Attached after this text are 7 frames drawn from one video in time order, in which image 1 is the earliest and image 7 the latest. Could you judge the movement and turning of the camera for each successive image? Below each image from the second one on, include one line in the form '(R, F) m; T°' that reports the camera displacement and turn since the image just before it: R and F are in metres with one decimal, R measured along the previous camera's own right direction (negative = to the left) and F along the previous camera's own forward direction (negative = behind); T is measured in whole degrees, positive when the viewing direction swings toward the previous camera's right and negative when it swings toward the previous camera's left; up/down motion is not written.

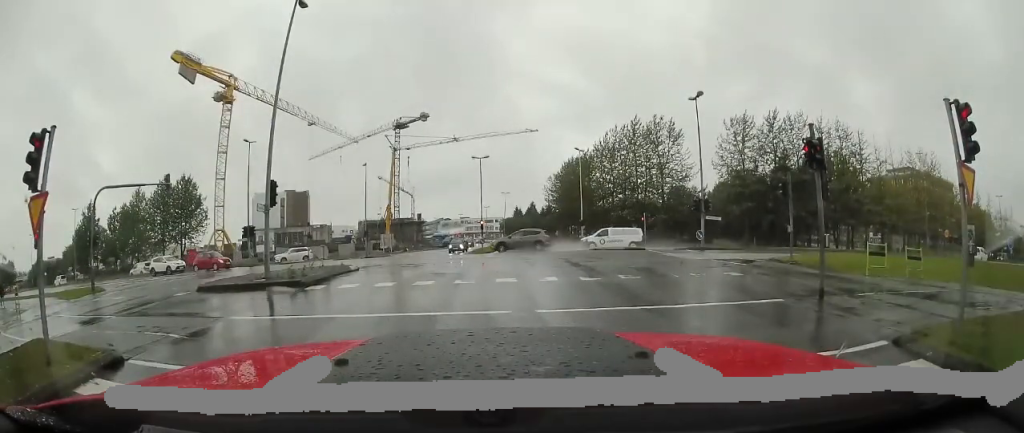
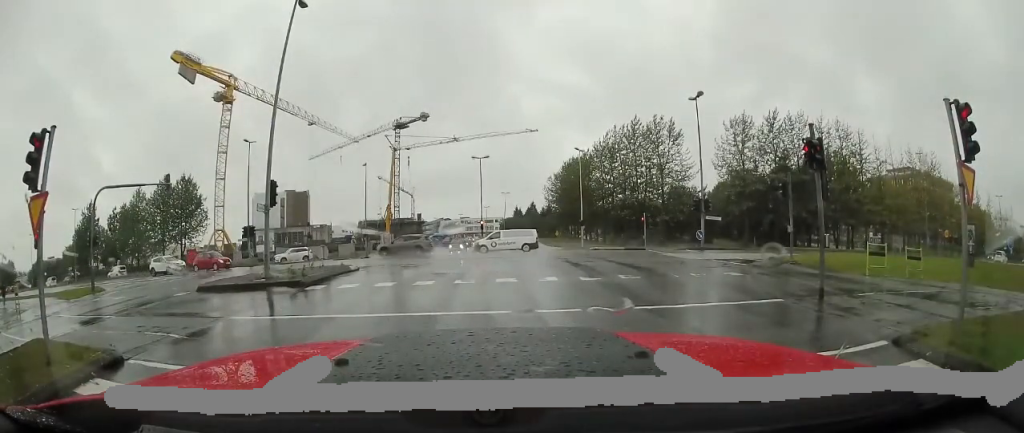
(0.0, 0.0) m; 0°
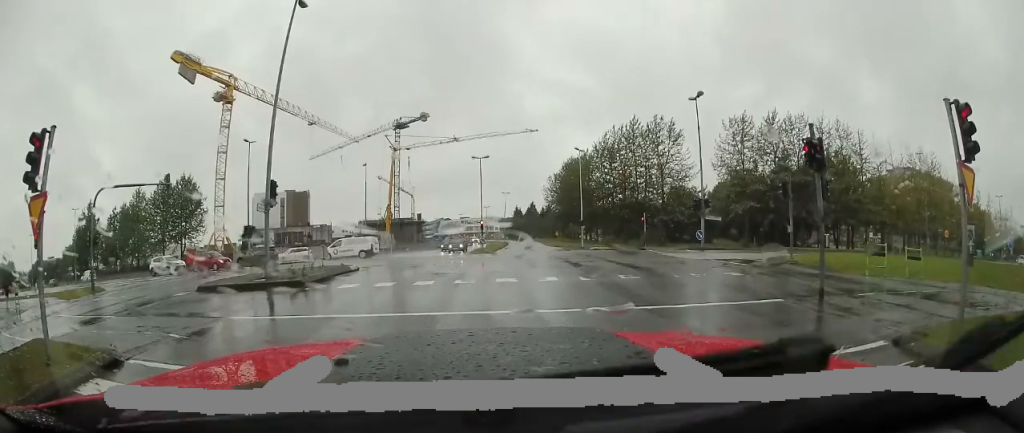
(0.0, +0.2) m; 0°
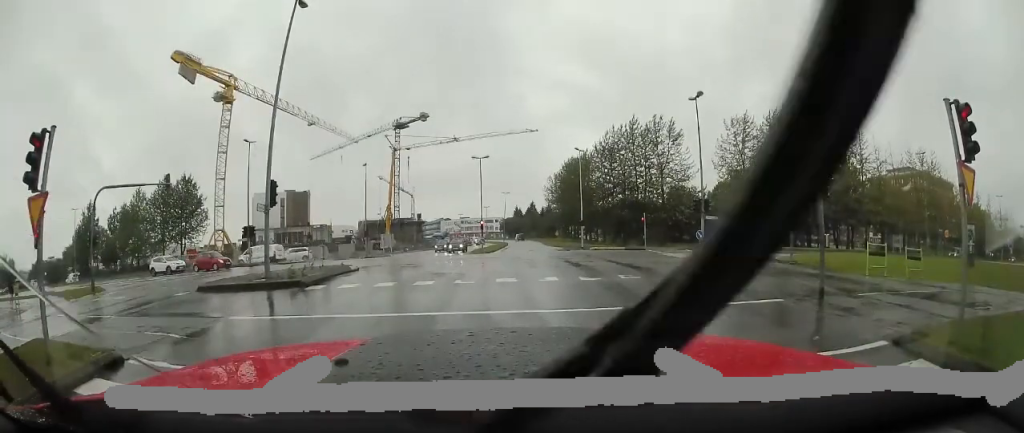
(0.0, 0.0) m; 0°
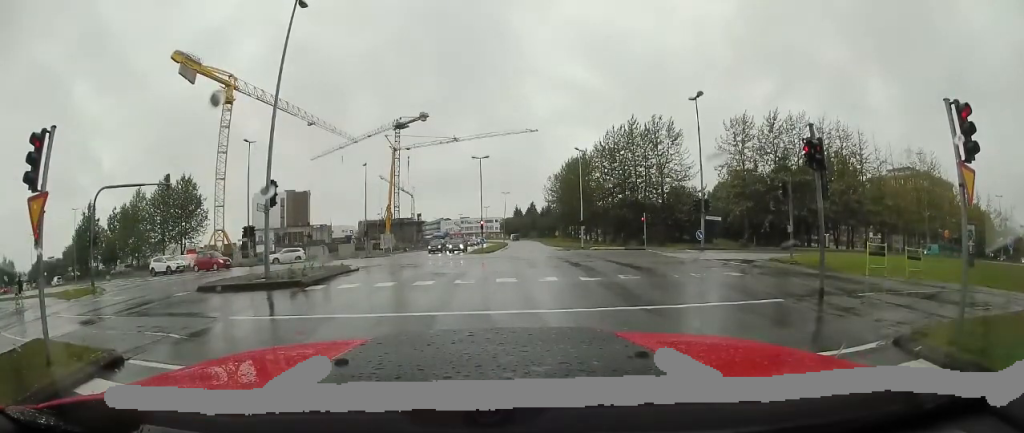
(+0.1, +0.2) m; 0°
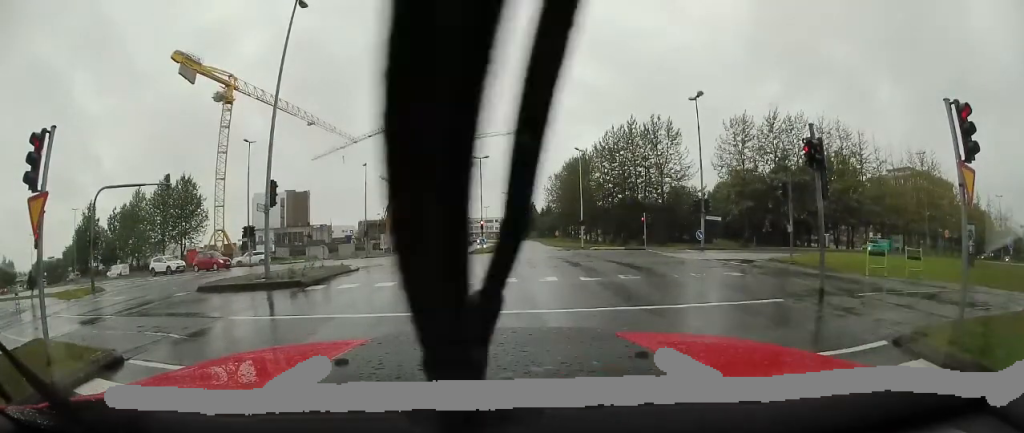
(+0.1, +0.3) m; 0°
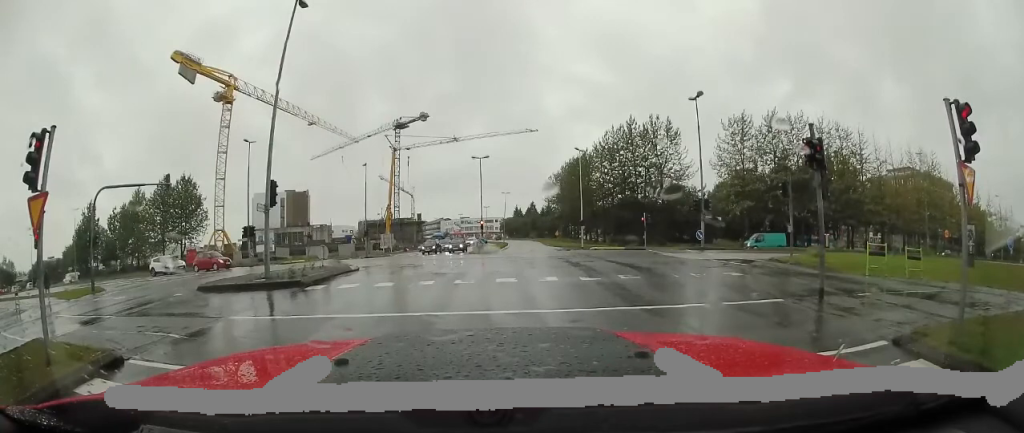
(+0.1, +0.4) m; 0°
